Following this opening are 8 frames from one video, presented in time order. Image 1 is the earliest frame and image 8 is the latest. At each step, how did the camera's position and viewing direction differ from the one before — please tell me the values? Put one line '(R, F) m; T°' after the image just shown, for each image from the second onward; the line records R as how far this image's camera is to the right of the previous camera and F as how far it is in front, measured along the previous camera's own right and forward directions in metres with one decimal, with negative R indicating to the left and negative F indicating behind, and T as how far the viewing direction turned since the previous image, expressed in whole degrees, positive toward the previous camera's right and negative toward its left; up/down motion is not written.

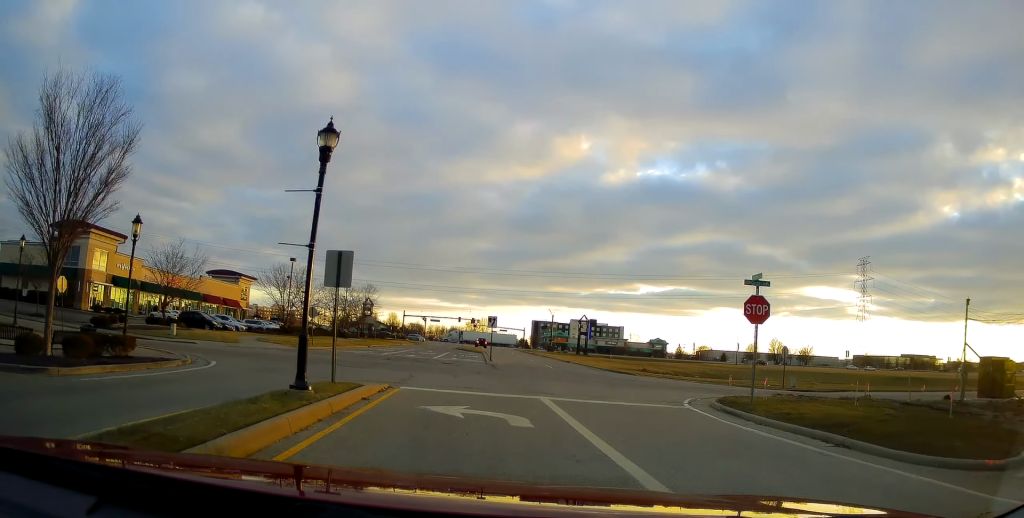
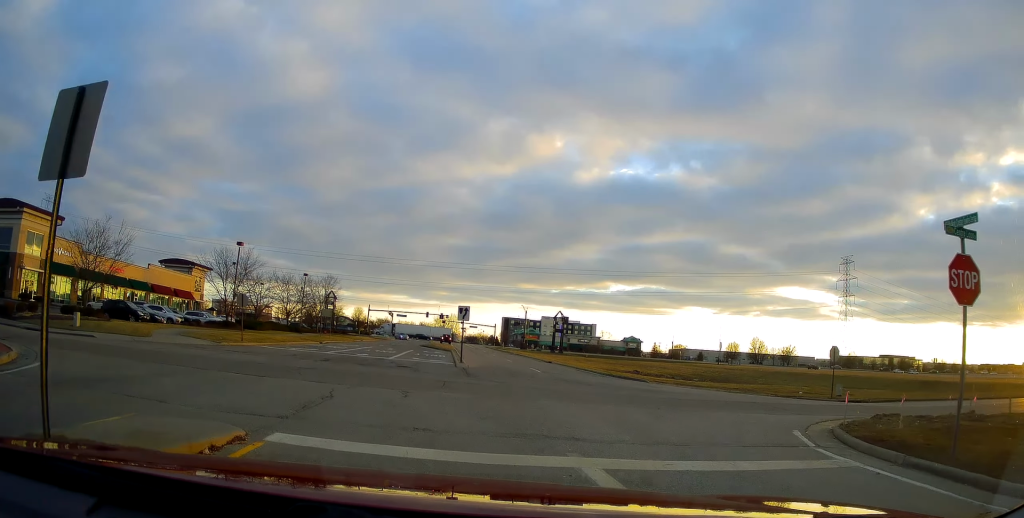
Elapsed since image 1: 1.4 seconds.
(-0.4, +9.1) m; -1°
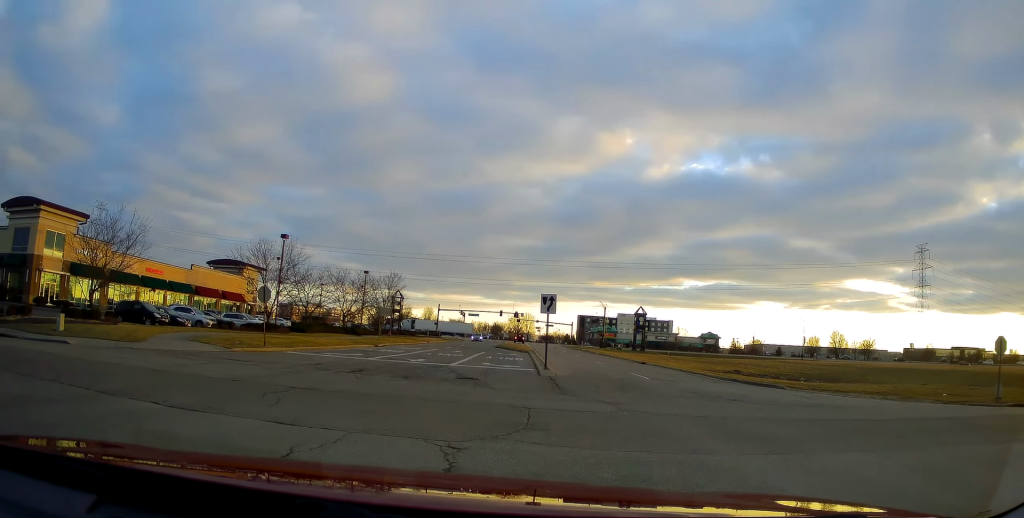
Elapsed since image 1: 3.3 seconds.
(0.0, +8.3) m; -5°
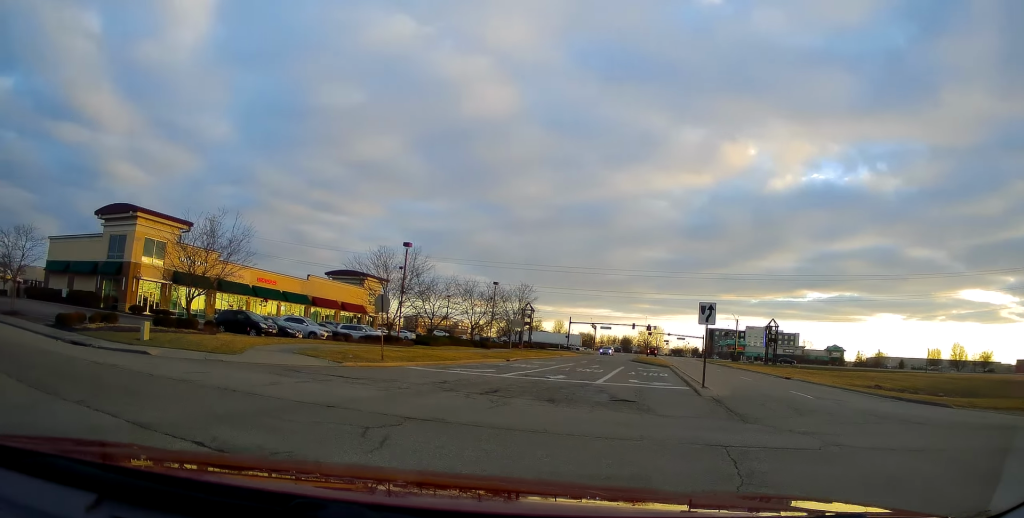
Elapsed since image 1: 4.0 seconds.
(0.0, +3.0) m; -6°
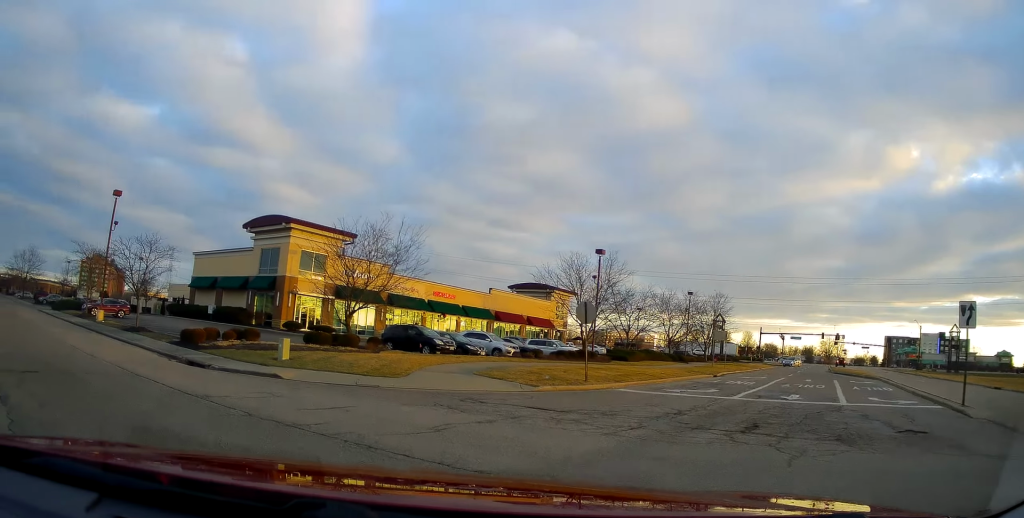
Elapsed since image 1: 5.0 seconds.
(-0.4, +4.4) m; -25°
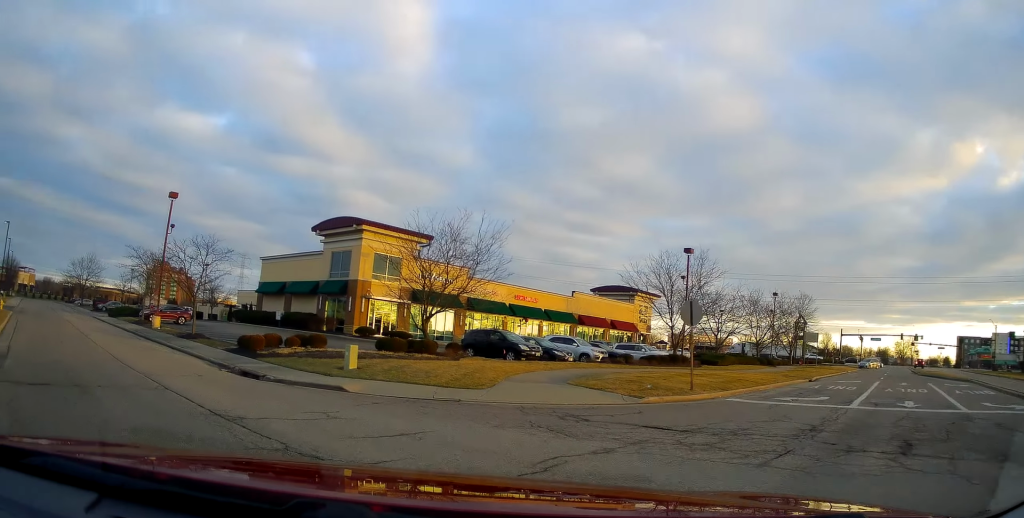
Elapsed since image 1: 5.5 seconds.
(-0.5, +2.1) m; -12°
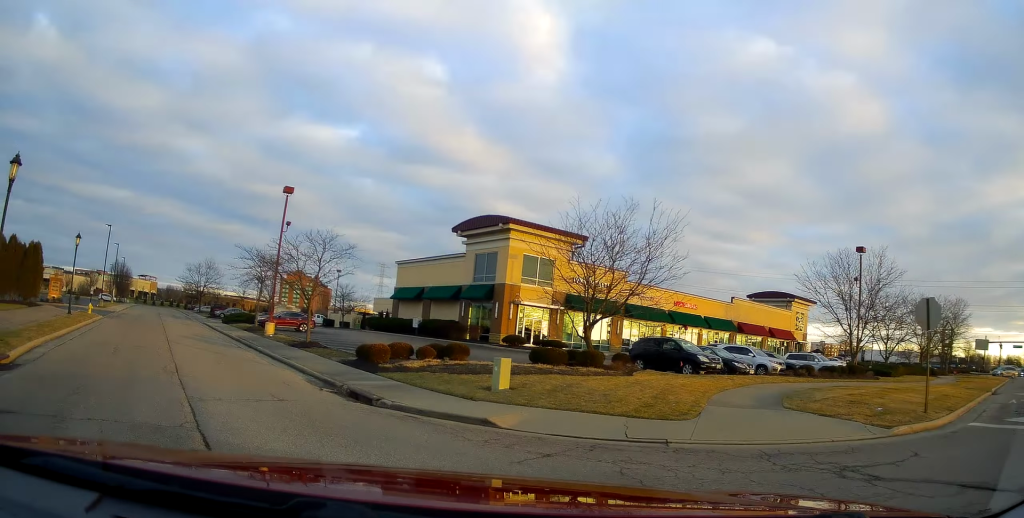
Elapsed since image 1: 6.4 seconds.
(-1.0, +4.3) m; -19°
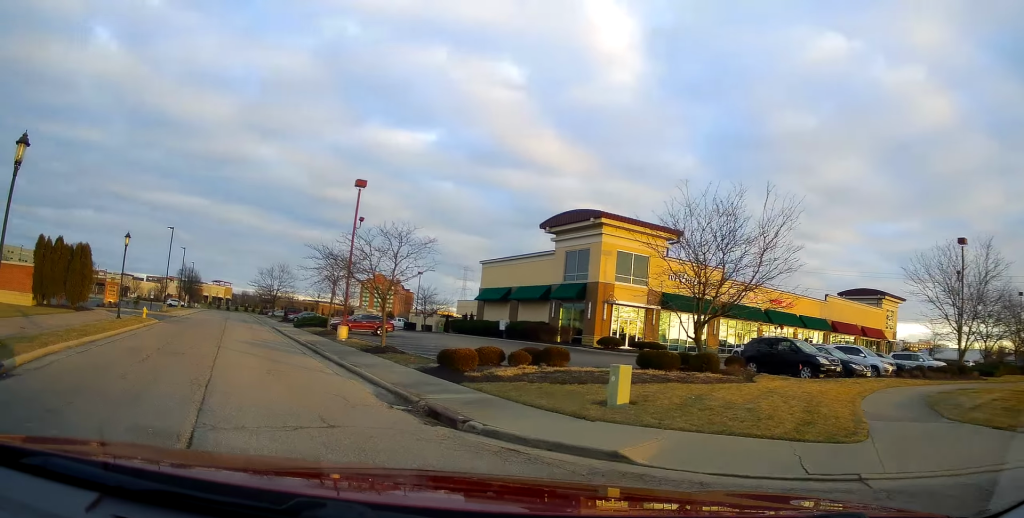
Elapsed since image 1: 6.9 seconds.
(-0.1, +2.8) m; -7°
